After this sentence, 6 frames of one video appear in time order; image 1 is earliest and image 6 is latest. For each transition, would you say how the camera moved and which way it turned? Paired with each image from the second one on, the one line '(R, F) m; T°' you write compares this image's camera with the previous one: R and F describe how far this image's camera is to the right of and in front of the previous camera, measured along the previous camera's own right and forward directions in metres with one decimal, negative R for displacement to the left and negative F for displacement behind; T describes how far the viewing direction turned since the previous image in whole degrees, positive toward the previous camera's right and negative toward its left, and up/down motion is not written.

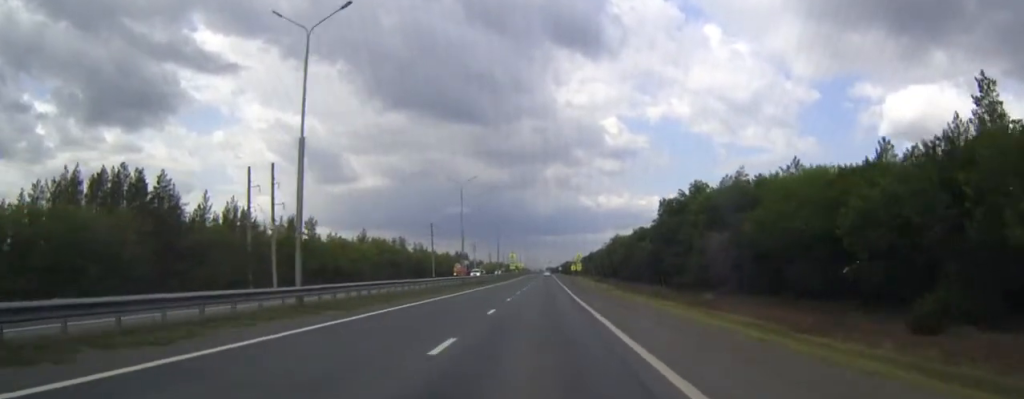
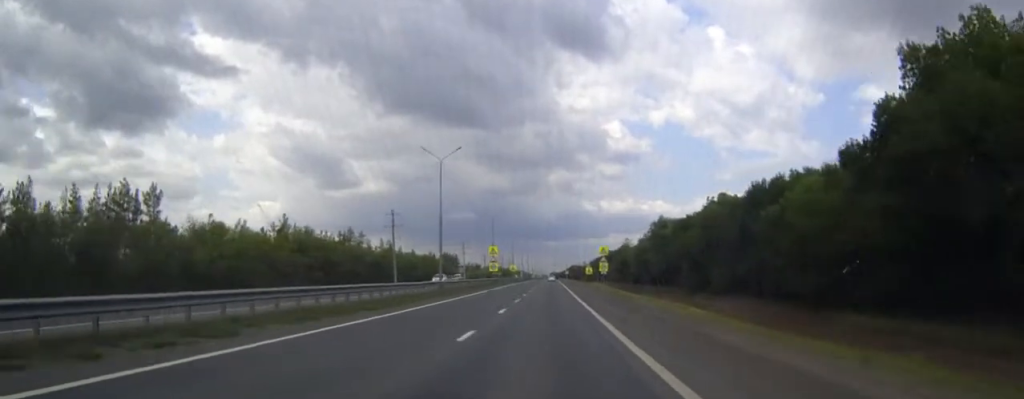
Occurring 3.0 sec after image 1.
(-0.1, +68.8) m; 0°
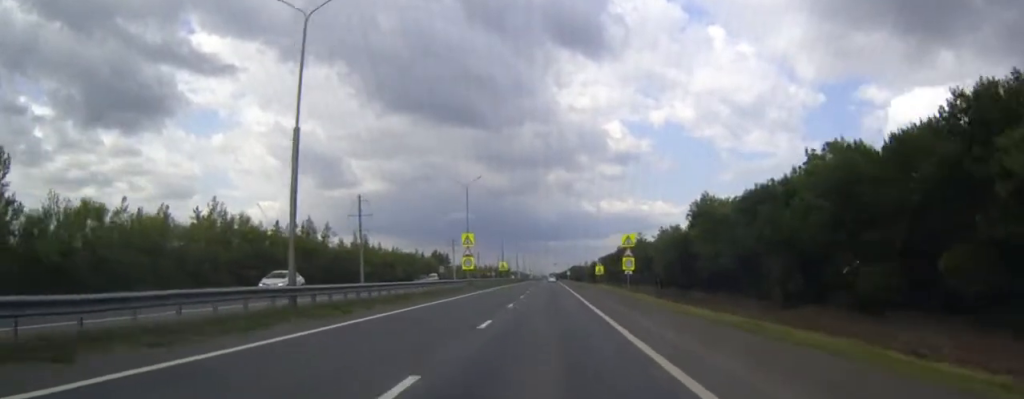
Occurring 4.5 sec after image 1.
(0.0, +32.7) m; 0°
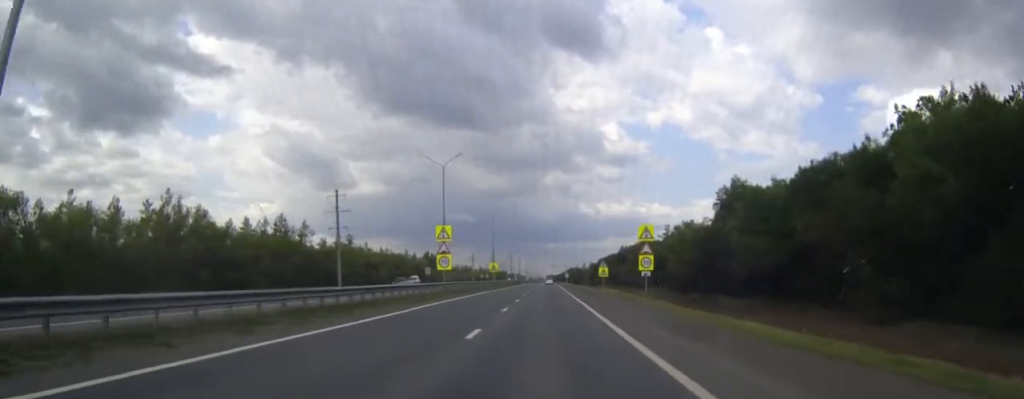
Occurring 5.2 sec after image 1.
(0.0, +14.9) m; 0°
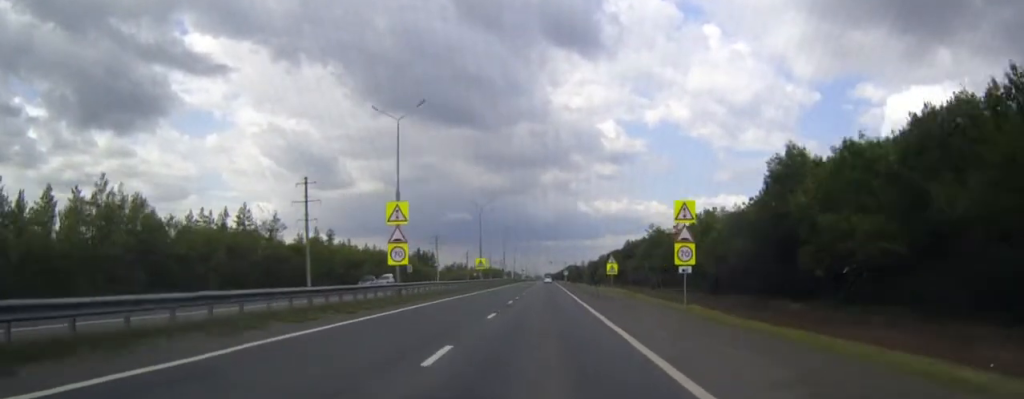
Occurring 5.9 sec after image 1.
(0.0, +17.0) m; 0°
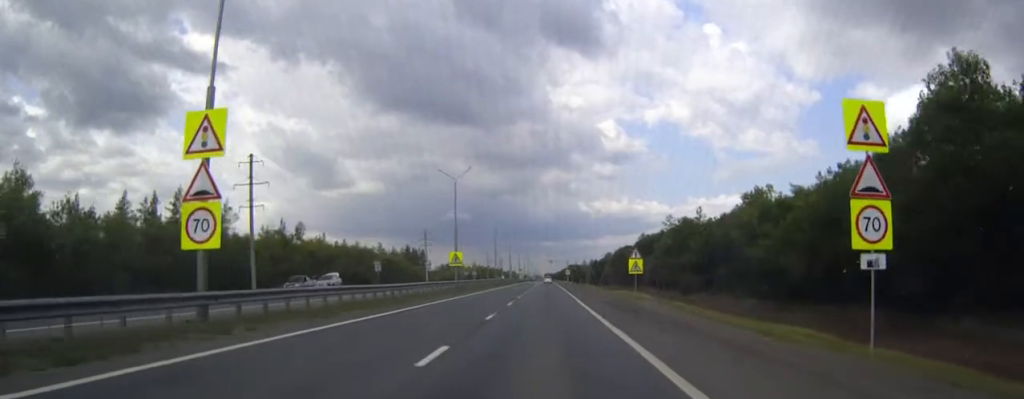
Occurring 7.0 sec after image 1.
(0.0, +24.0) m; 0°
